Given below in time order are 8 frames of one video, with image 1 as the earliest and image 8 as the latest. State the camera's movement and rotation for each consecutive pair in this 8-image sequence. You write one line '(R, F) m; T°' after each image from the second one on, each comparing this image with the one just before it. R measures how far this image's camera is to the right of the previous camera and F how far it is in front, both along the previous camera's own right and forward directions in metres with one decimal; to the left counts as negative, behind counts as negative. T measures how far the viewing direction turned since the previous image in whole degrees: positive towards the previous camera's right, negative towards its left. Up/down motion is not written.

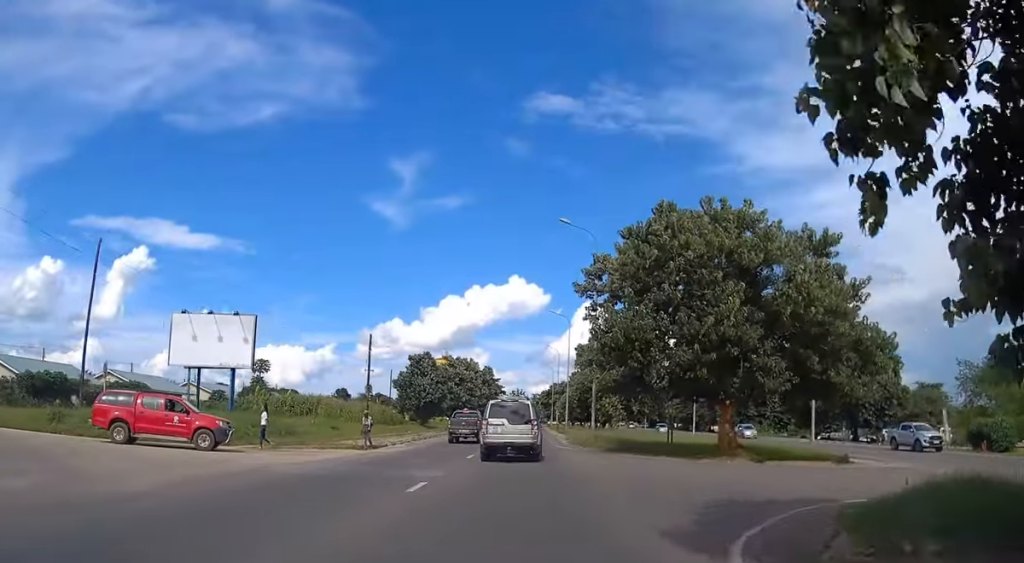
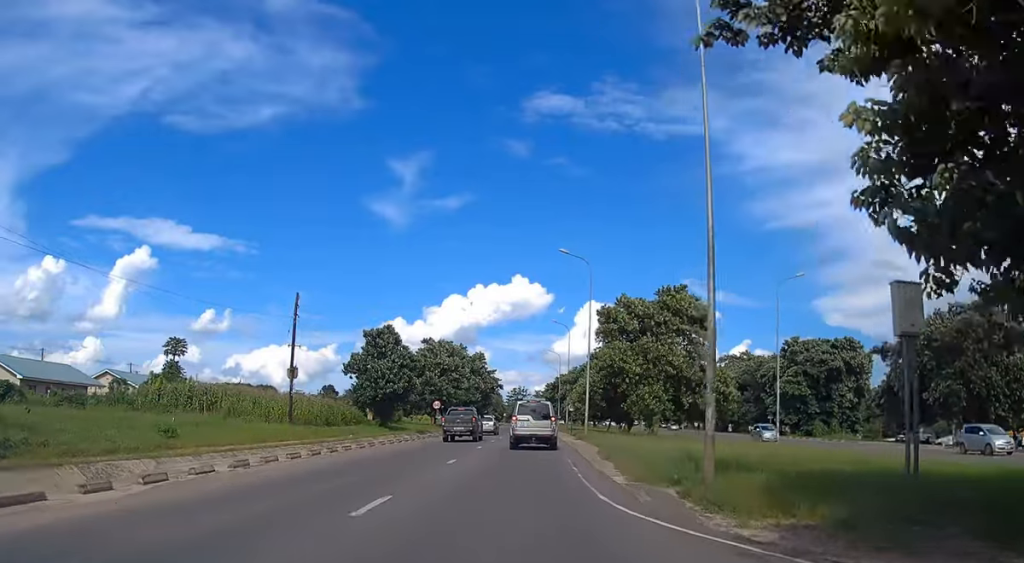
(0.0, +25.5) m; 0°
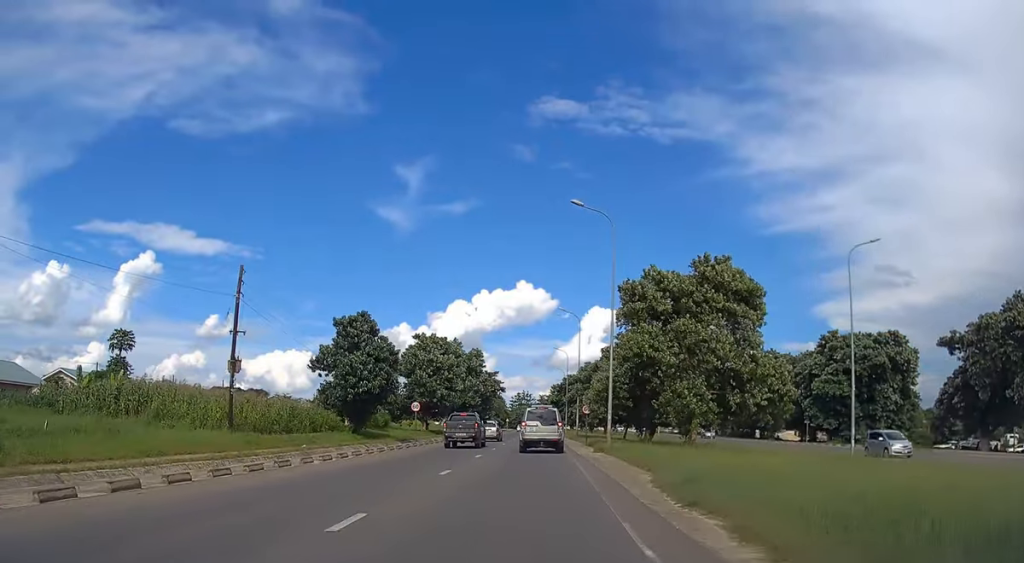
(0.0, +11.5) m; 0°
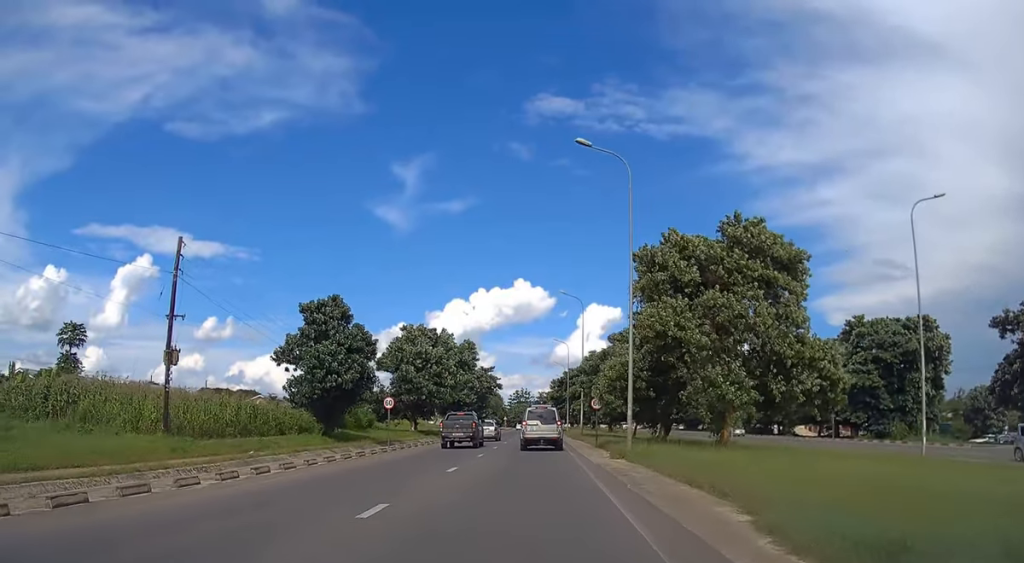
(0.0, +7.7) m; 0°
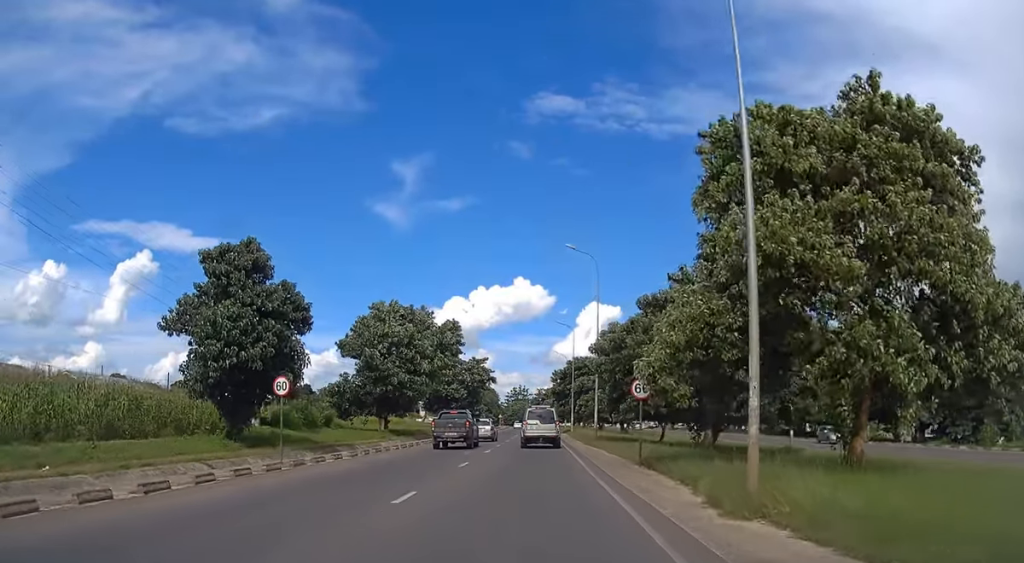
(0.0, +15.5) m; 0°
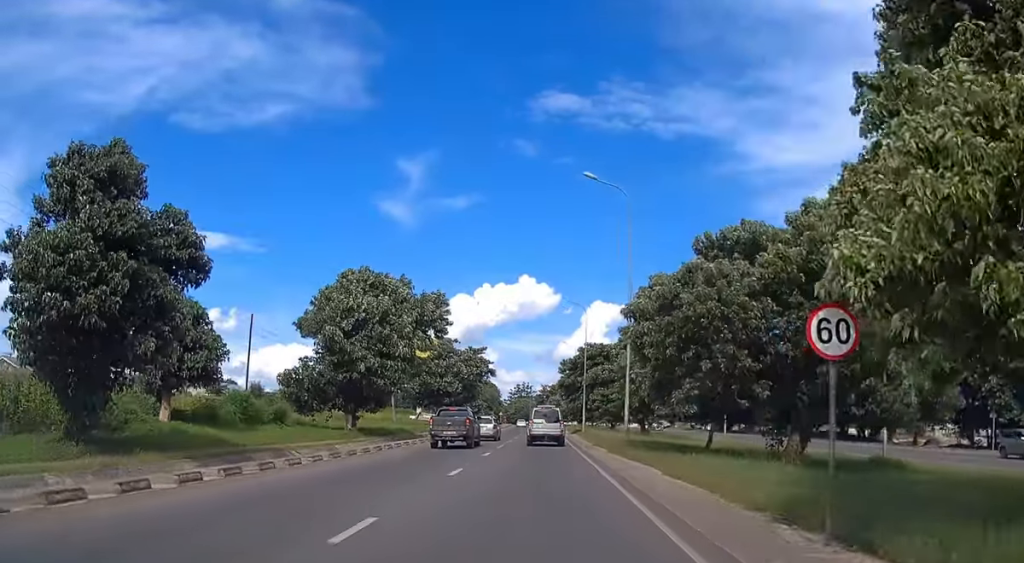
(0.0, +13.2) m; 0°
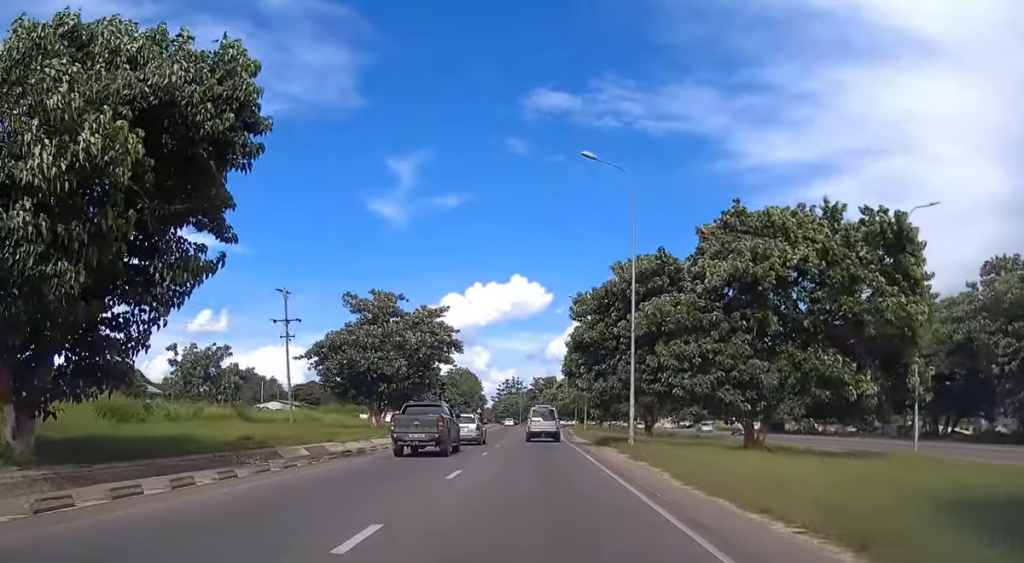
(-0.2, +36.5) m; 0°
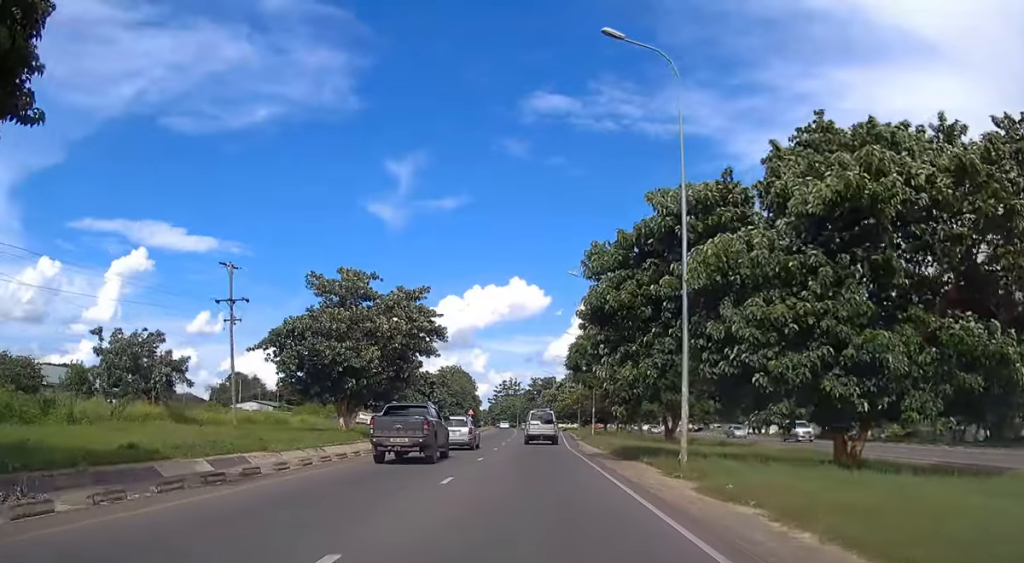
(+0.1, +10.5) m; 0°
